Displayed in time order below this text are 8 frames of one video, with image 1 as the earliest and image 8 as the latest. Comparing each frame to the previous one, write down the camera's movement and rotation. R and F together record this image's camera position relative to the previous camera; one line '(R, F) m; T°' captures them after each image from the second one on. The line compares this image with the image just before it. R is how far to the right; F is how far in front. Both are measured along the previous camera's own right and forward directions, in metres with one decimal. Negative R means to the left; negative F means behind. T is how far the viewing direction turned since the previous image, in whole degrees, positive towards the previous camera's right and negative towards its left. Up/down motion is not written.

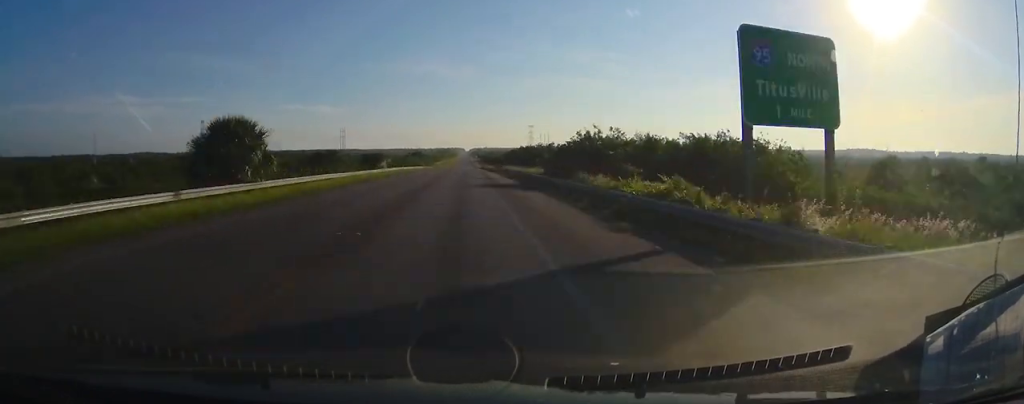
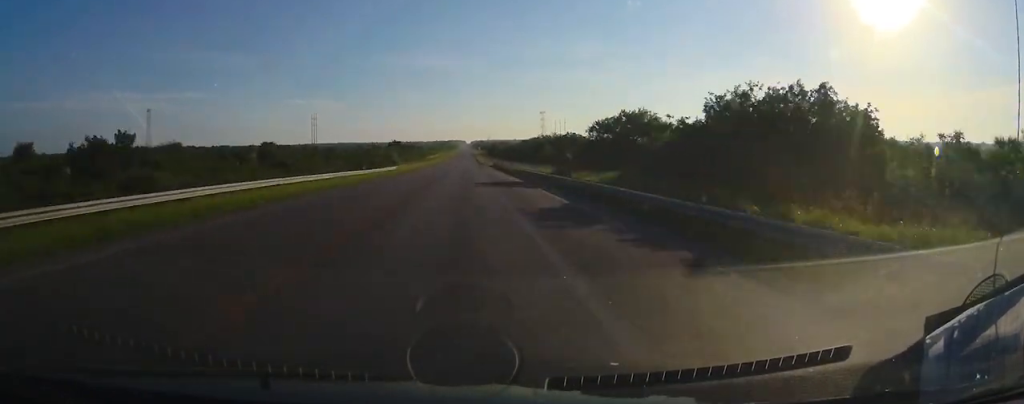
(+0.5, +82.2) m; 0°
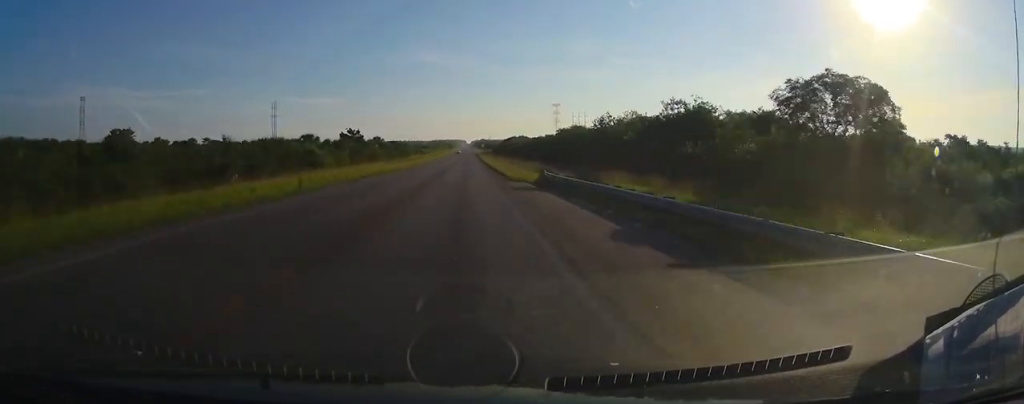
(+0.1, +71.8) m; 0°
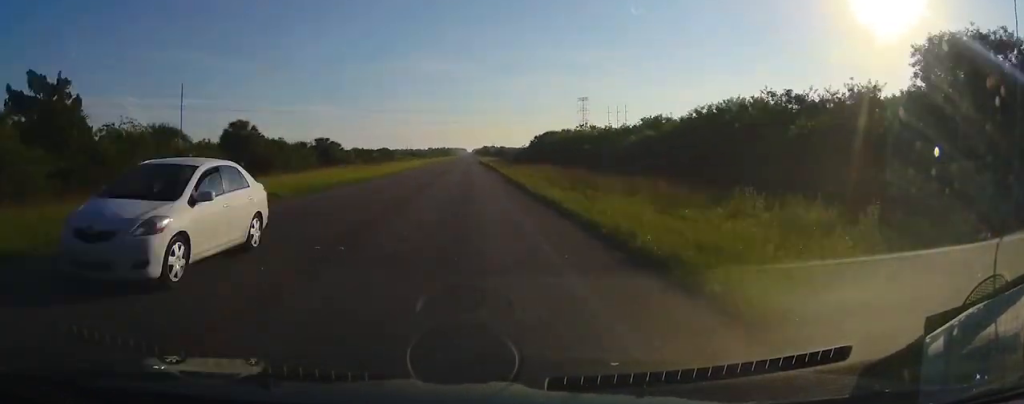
(+0.1, +92.1) m; 0°
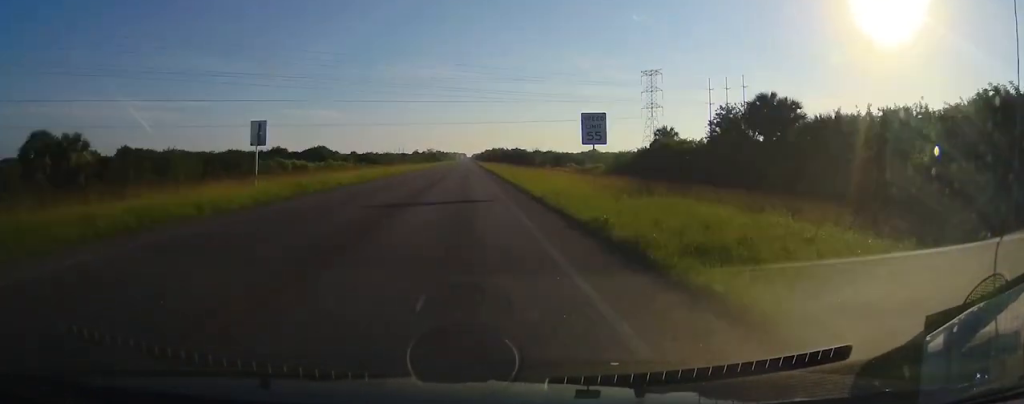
(-0.8, +116.9) m; 0°
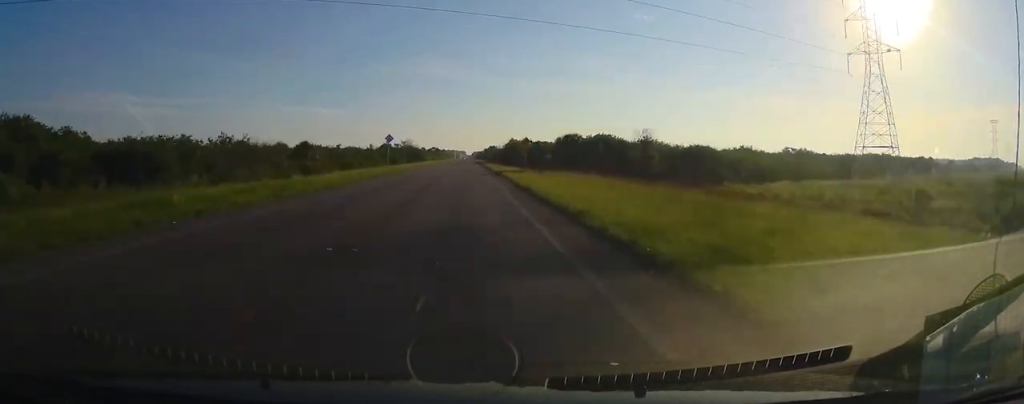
(+0.7, +113.4) m; +1°
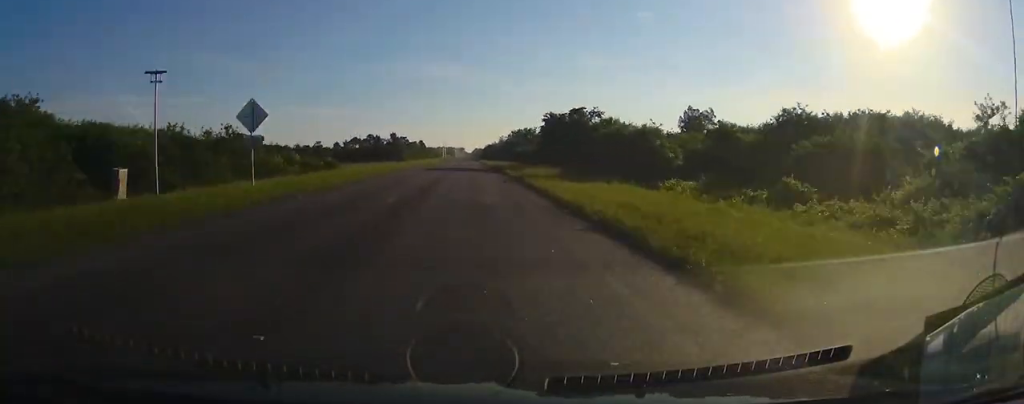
(-1.0, +273.8) m; -1°
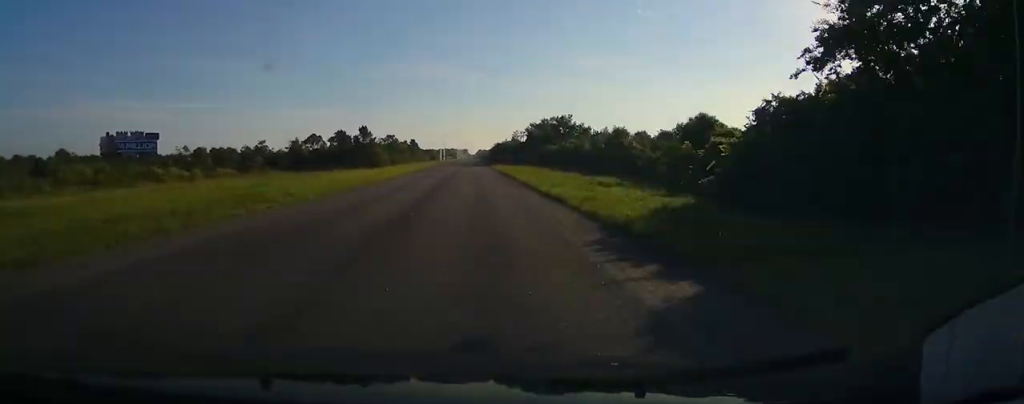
(-0.4, +63.0) m; 0°
